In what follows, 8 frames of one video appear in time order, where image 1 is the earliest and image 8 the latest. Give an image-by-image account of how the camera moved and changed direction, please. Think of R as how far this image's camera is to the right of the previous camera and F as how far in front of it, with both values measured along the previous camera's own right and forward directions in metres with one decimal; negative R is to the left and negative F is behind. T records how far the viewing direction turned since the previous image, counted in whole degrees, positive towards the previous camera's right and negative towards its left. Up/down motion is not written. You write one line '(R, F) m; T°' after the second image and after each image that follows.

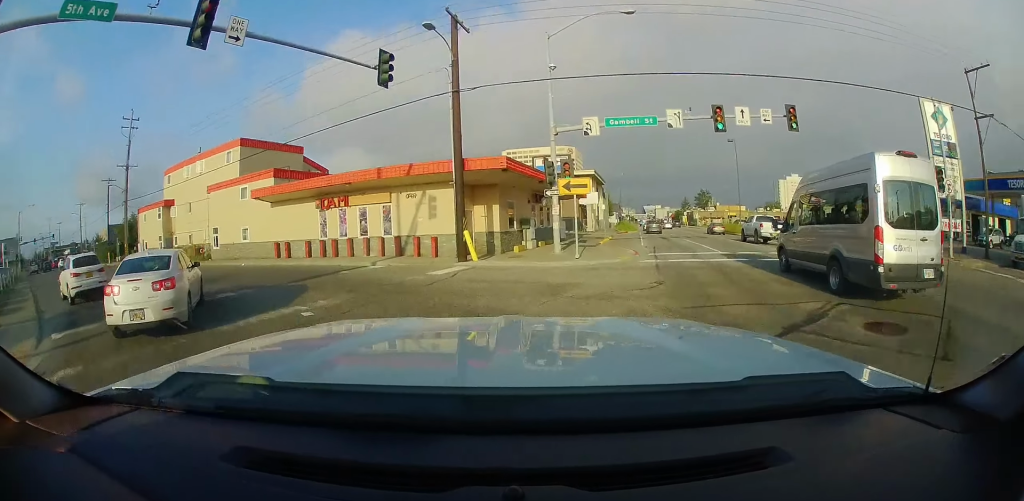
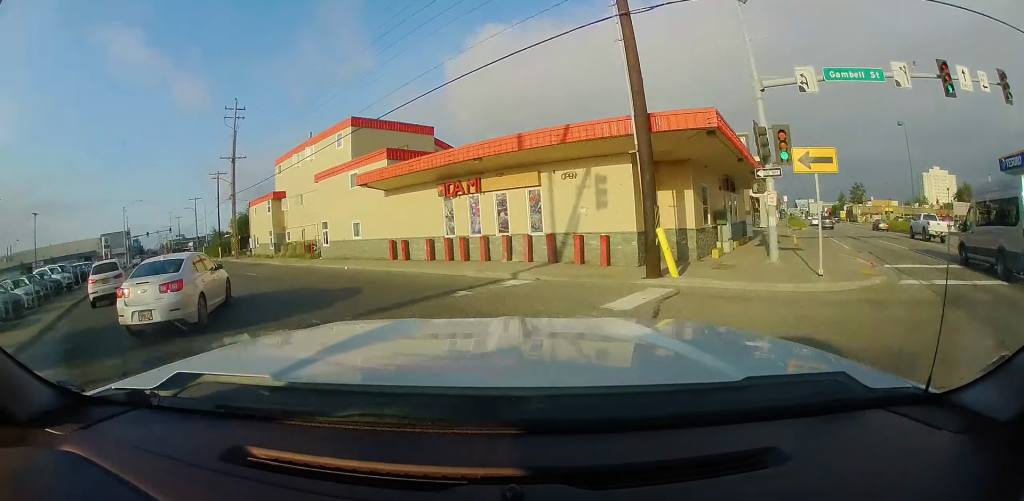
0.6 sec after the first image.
(-1.4, +5.1) m; -15°
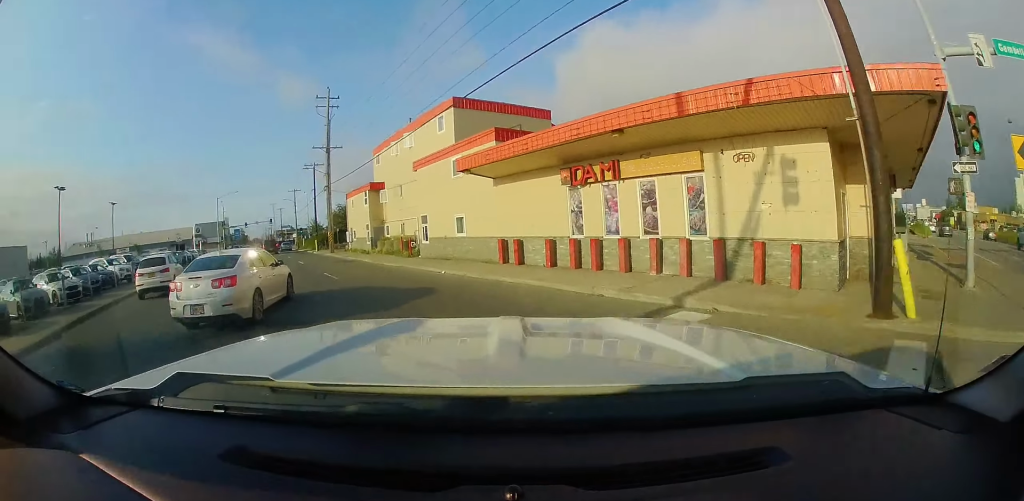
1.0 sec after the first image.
(-0.6, +3.6) m; -9°
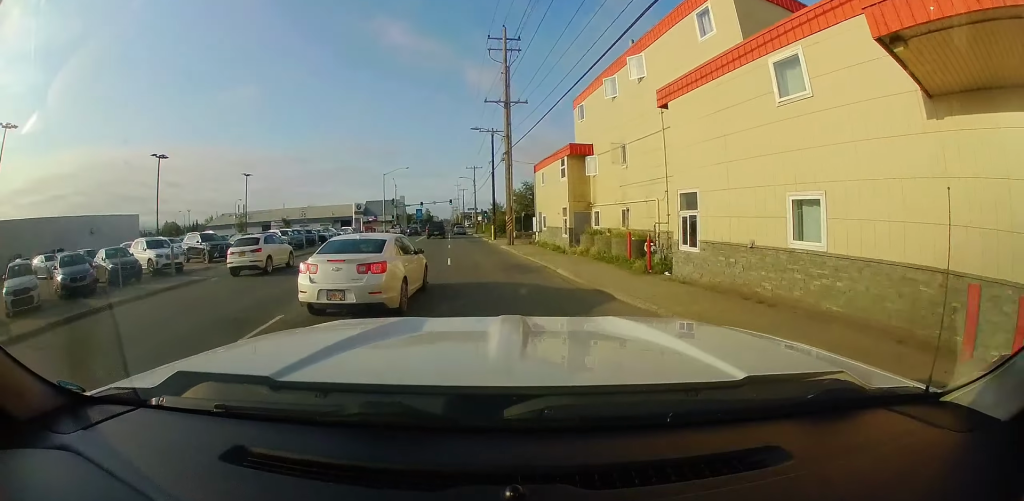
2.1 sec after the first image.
(-1.0, +10.8) m; -17°
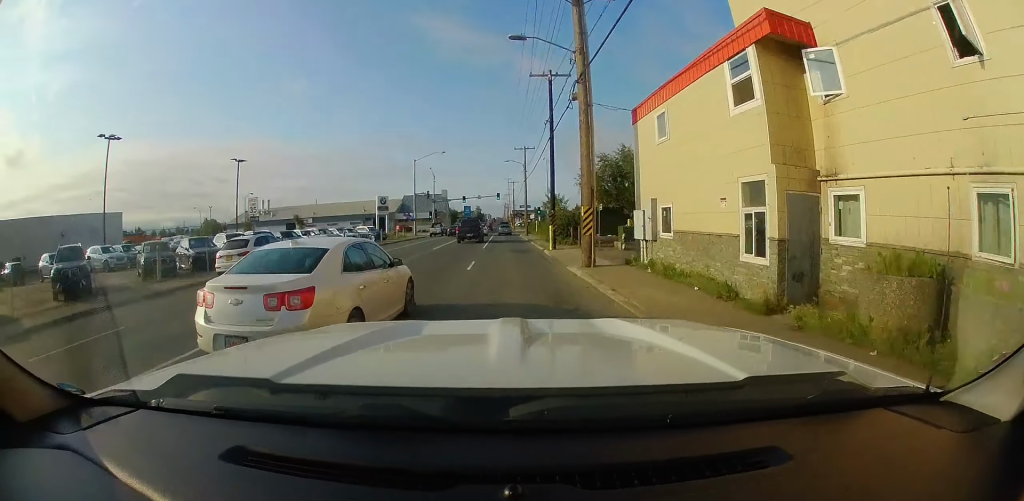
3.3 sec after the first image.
(-2.5, +12.1) m; -18°
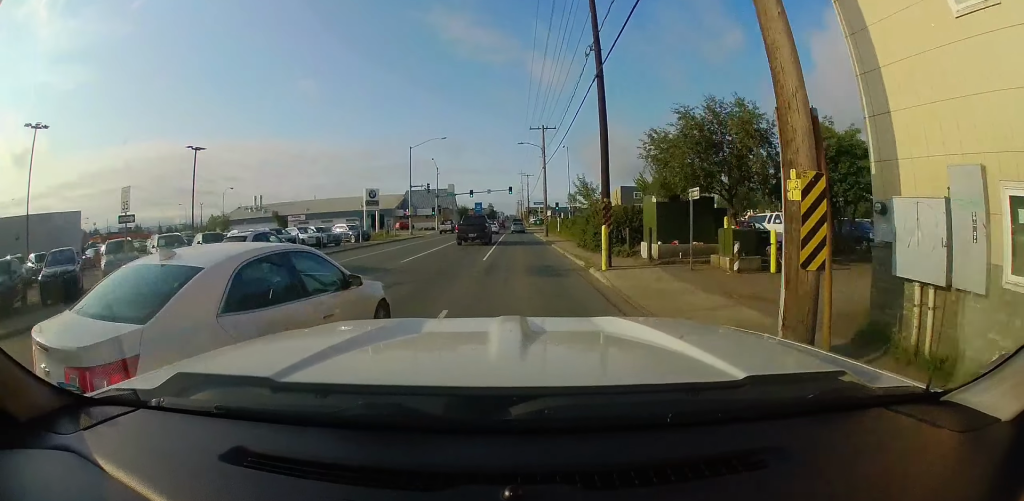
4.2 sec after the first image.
(-0.9, +9.8) m; -8°
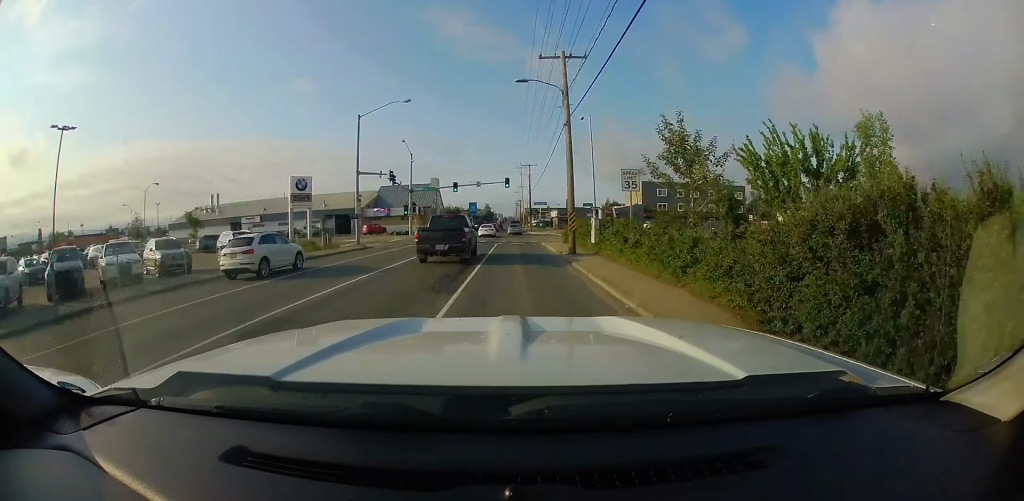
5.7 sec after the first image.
(-0.1, +18.5) m; +3°
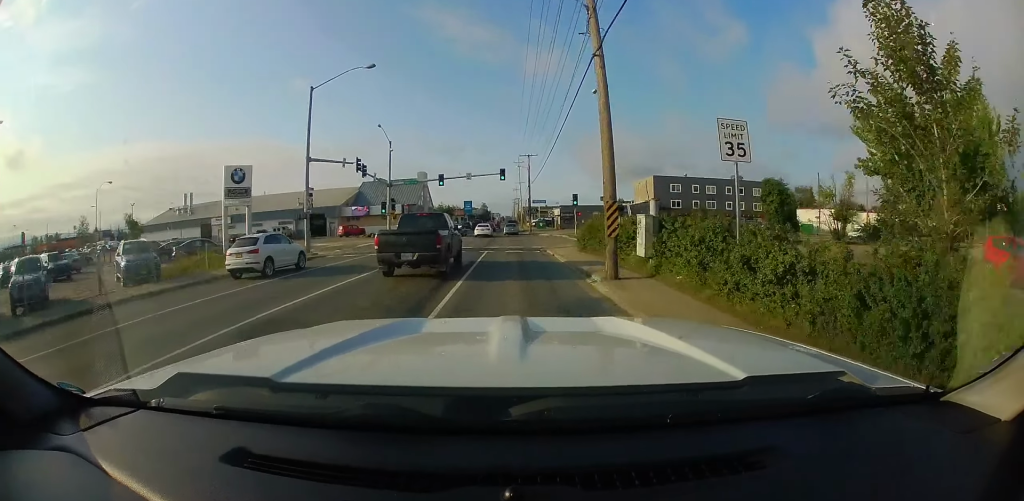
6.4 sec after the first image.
(+0.3, +9.2) m; +2°
